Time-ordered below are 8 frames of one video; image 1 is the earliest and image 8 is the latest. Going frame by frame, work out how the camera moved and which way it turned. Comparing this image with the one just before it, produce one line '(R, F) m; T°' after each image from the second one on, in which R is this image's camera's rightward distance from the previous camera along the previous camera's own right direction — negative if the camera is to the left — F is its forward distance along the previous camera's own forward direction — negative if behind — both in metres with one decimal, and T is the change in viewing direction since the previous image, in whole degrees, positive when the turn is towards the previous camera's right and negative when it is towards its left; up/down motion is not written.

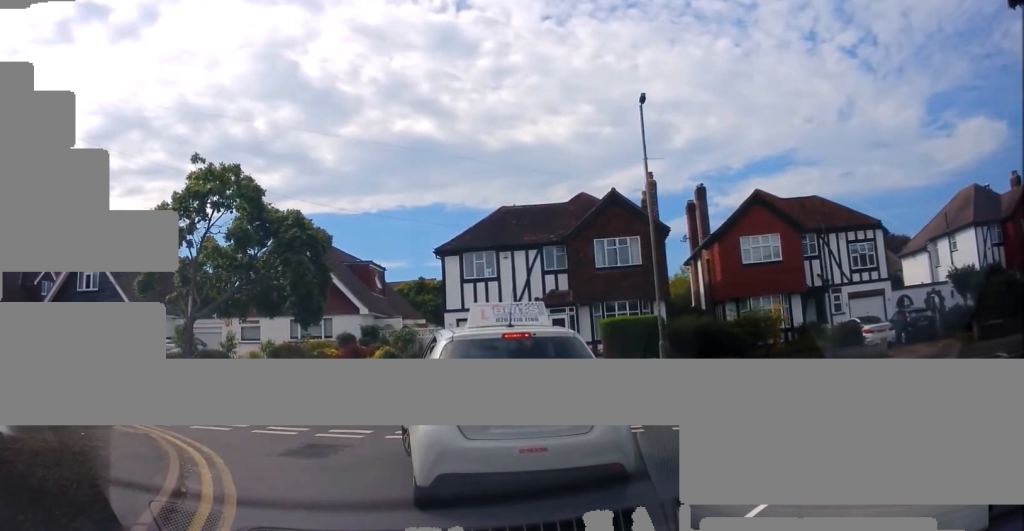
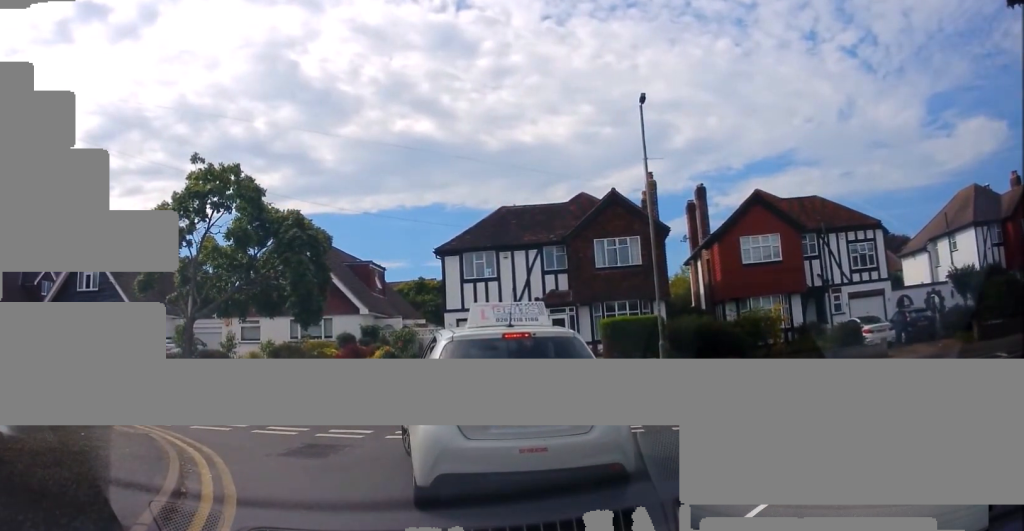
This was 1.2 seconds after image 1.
(0.0, 0.0) m; 0°
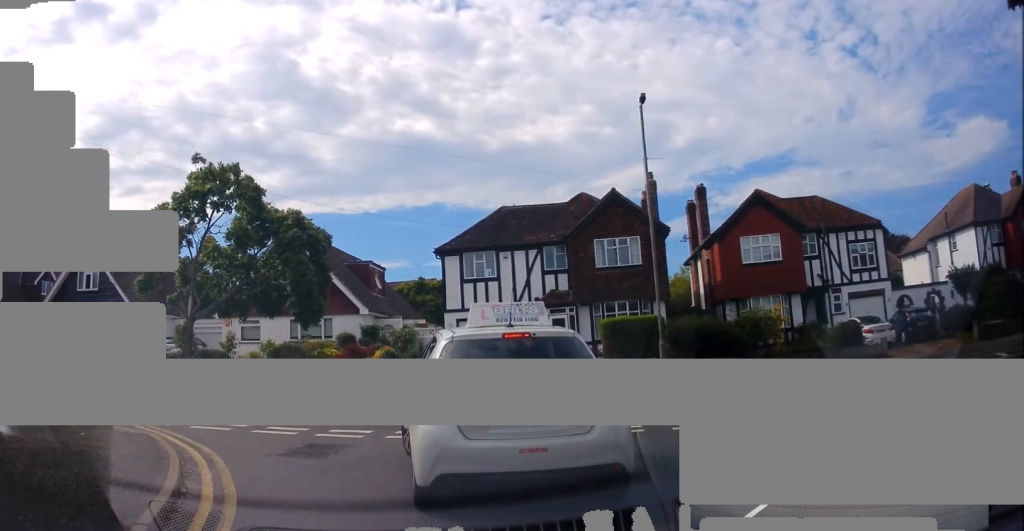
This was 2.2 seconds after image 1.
(0.0, 0.0) m; 0°
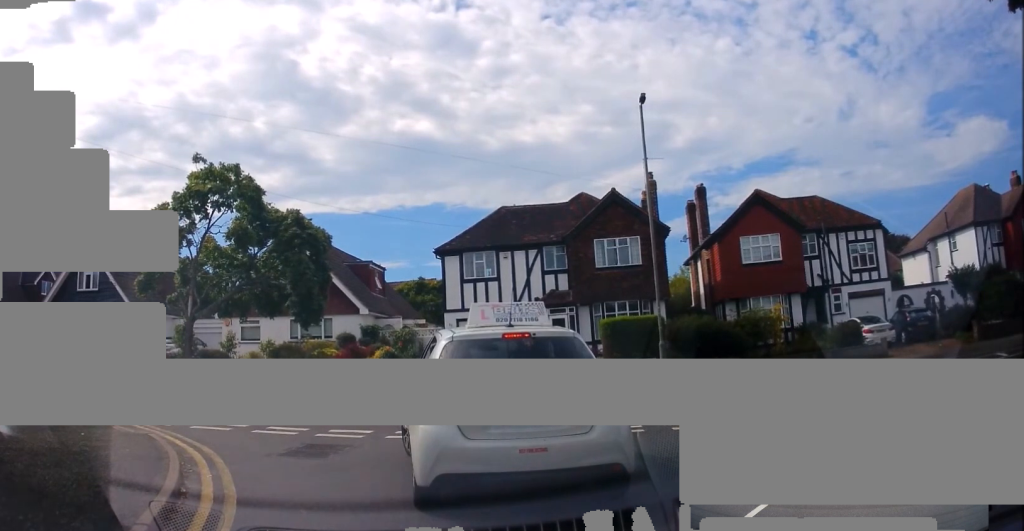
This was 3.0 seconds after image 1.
(0.0, 0.0) m; 0°
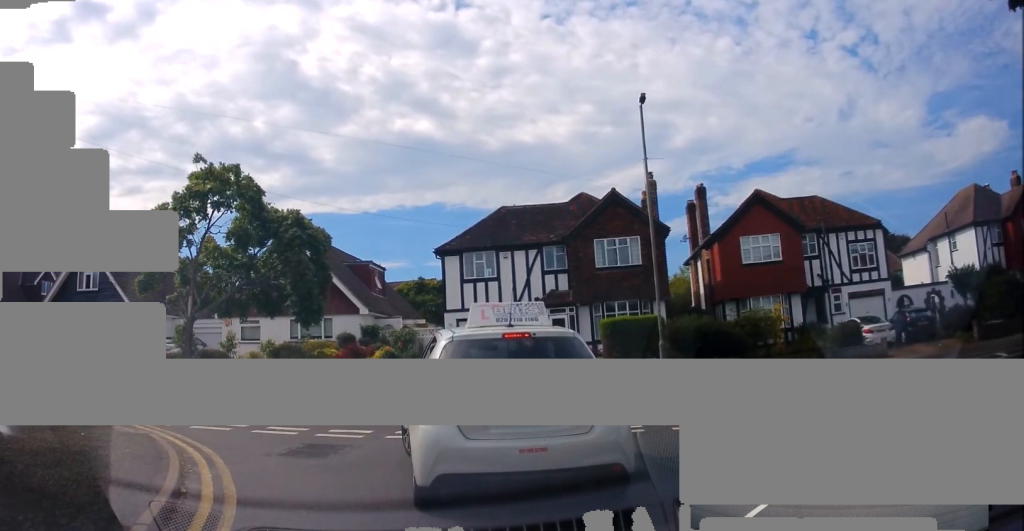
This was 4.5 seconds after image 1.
(0.0, 0.0) m; 0°
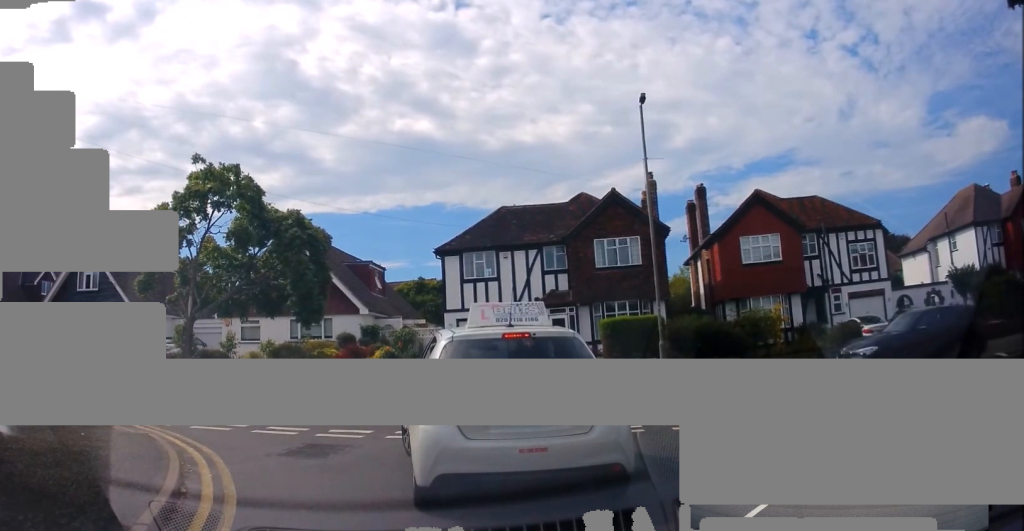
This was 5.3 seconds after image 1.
(0.0, 0.0) m; 0°
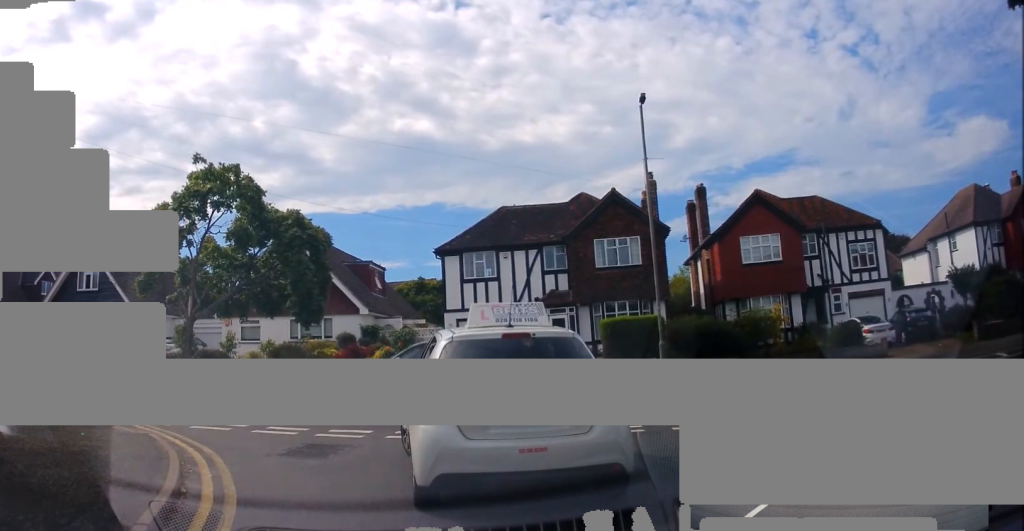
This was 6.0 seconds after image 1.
(0.0, 0.0) m; 0°
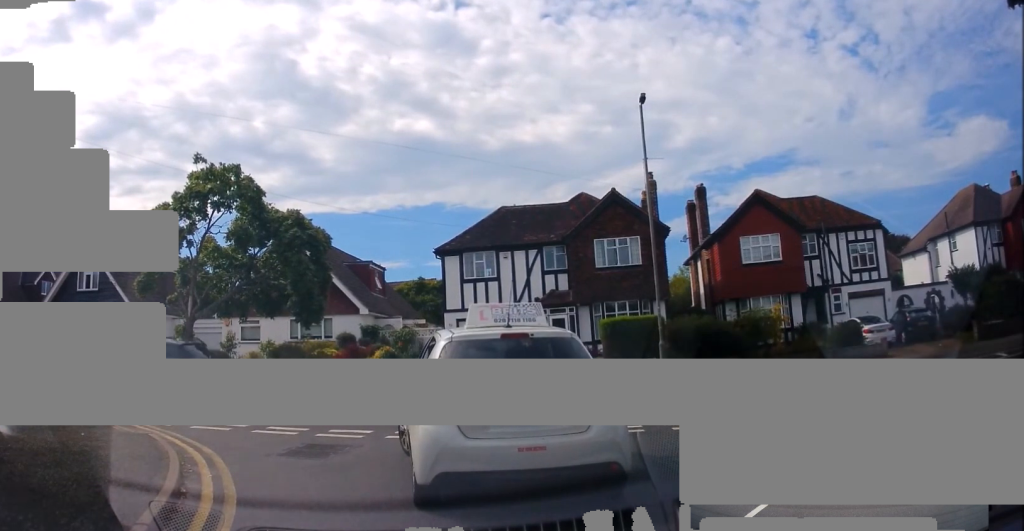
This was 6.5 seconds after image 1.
(0.0, 0.0) m; 0°
